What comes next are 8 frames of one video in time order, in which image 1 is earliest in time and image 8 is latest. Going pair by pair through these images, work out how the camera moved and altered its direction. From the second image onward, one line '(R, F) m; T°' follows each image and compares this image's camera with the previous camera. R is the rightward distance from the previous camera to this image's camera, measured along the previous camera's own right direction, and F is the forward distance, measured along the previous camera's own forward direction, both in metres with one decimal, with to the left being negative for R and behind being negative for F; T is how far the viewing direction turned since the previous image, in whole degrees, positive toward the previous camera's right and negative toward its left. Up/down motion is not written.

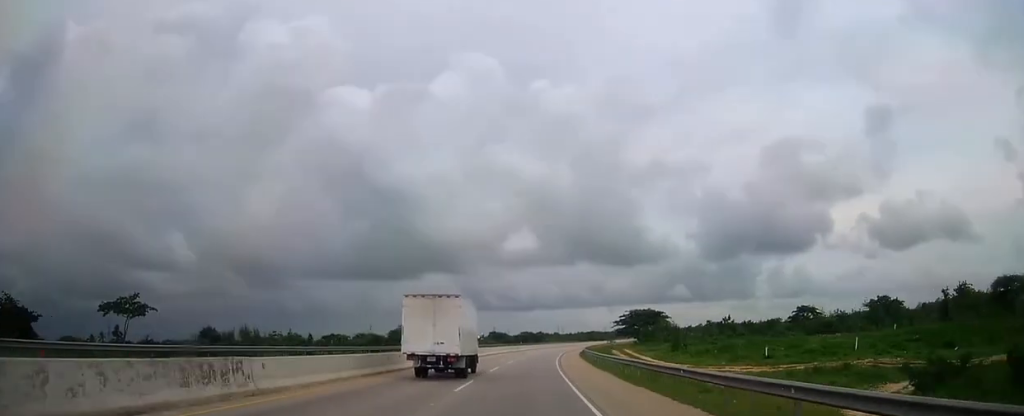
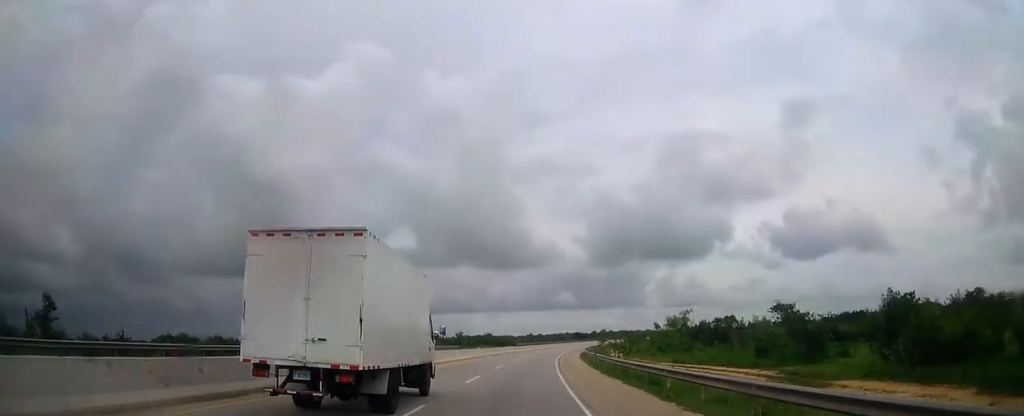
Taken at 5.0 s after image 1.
(+14.7, +150.8) m; +11°
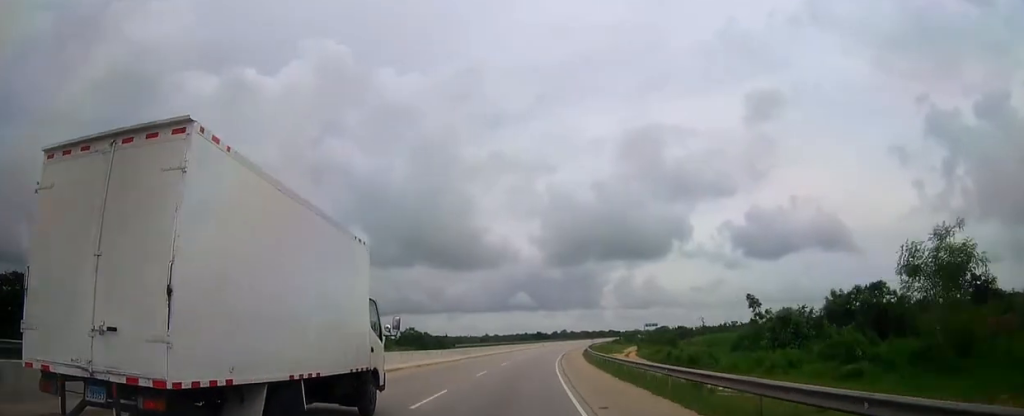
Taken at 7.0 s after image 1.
(+2.8, +61.7) m; +4°
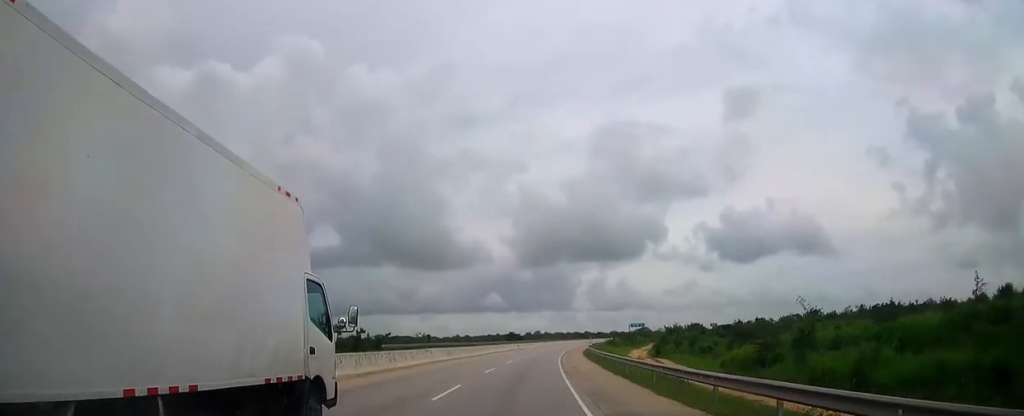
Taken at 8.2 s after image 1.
(+0.9, +37.2) m; +3°
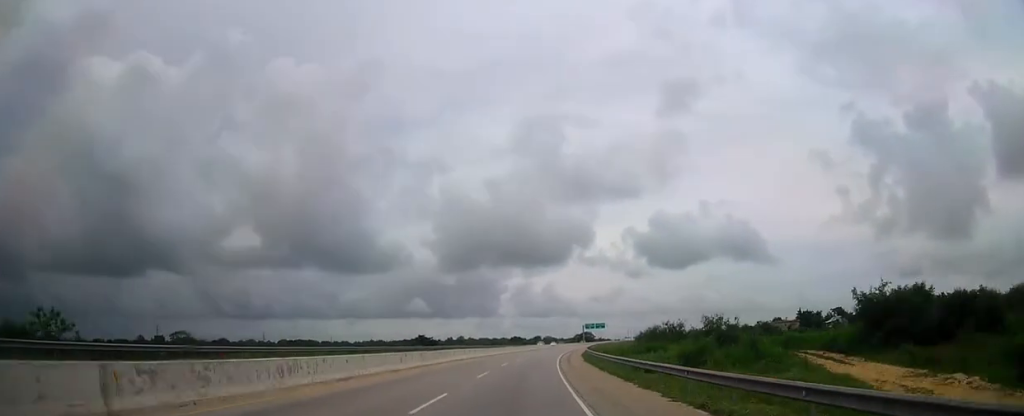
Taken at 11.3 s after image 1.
(+6.2, +97.3) m; +7°
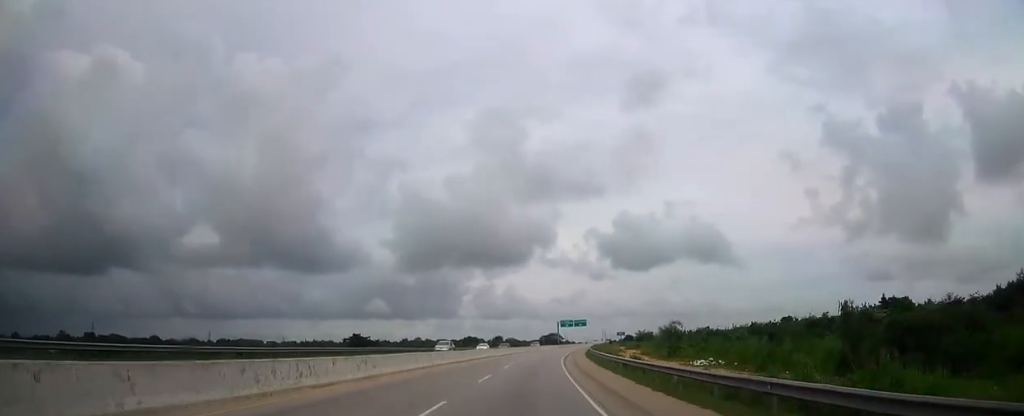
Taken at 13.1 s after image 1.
(+1.6, +57.6) m; +4°
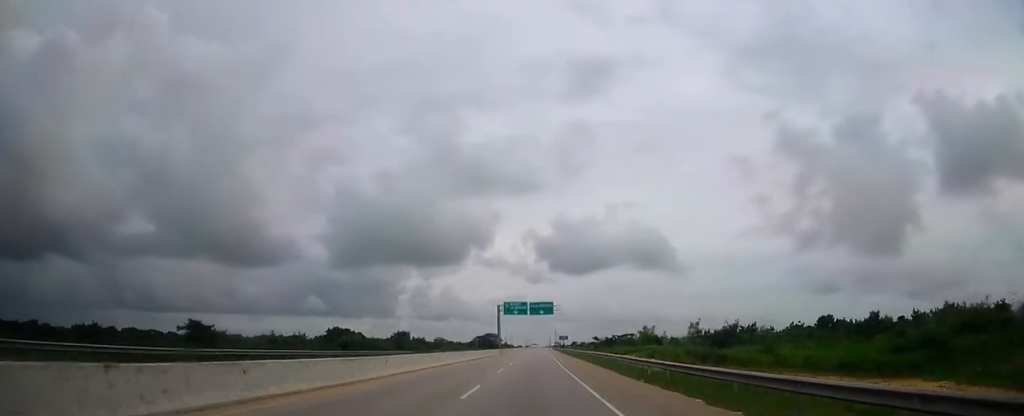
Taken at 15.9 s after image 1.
(+5.0, +88.2) m; +5°
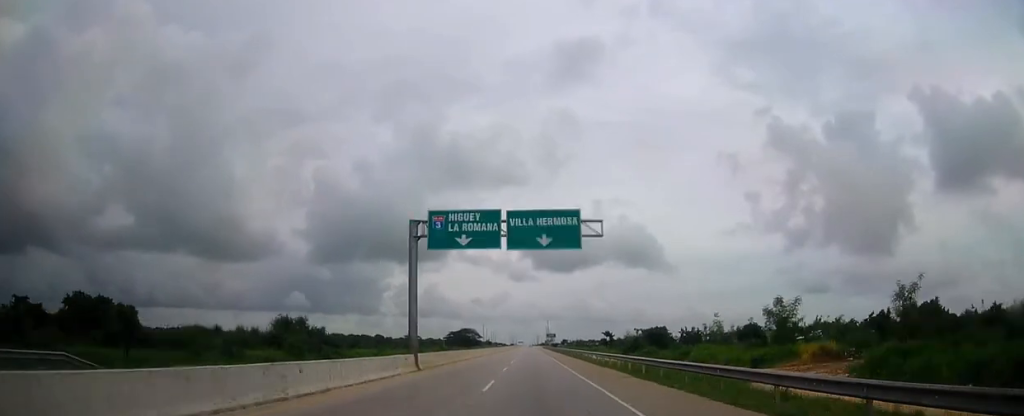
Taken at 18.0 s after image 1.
(+1.7, +64.4) m; +2°
